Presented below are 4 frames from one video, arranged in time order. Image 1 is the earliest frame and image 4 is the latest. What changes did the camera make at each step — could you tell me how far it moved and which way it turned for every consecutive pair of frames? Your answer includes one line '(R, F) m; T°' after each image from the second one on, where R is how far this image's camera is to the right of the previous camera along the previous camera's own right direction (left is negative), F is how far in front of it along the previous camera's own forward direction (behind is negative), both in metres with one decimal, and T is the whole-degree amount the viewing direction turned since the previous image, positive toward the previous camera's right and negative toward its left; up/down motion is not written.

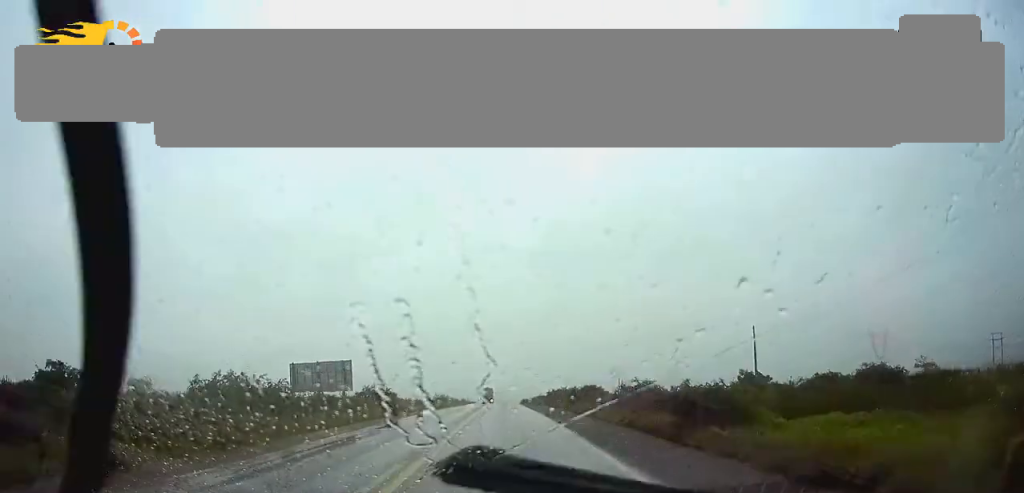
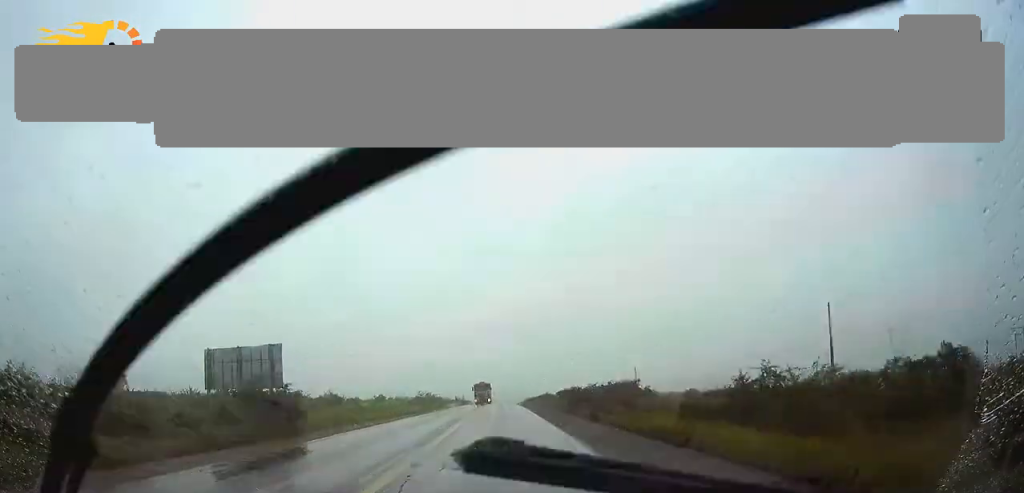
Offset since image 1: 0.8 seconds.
(0.0, +22.1) m; 0°
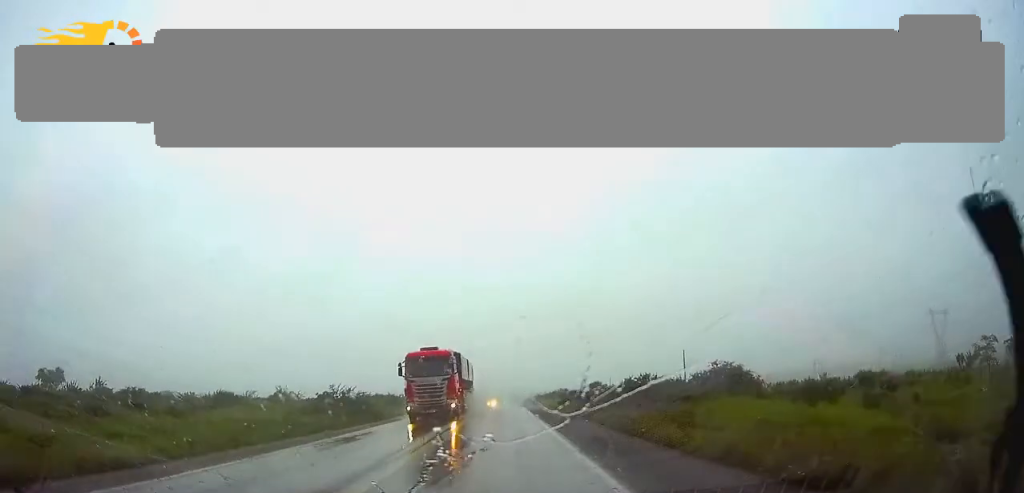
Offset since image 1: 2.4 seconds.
(+0.1, +45.3) m; 0°
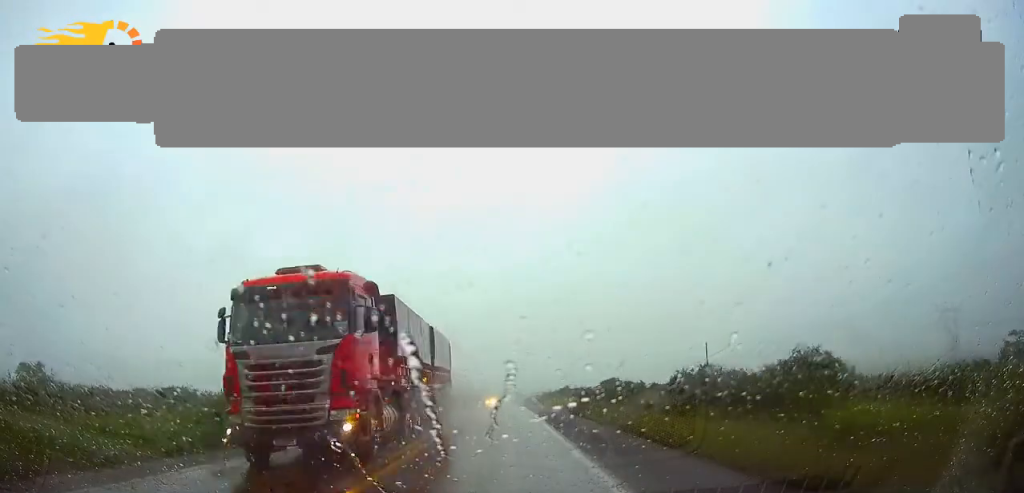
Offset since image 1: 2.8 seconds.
(0.0, +13.1) m; 0°
